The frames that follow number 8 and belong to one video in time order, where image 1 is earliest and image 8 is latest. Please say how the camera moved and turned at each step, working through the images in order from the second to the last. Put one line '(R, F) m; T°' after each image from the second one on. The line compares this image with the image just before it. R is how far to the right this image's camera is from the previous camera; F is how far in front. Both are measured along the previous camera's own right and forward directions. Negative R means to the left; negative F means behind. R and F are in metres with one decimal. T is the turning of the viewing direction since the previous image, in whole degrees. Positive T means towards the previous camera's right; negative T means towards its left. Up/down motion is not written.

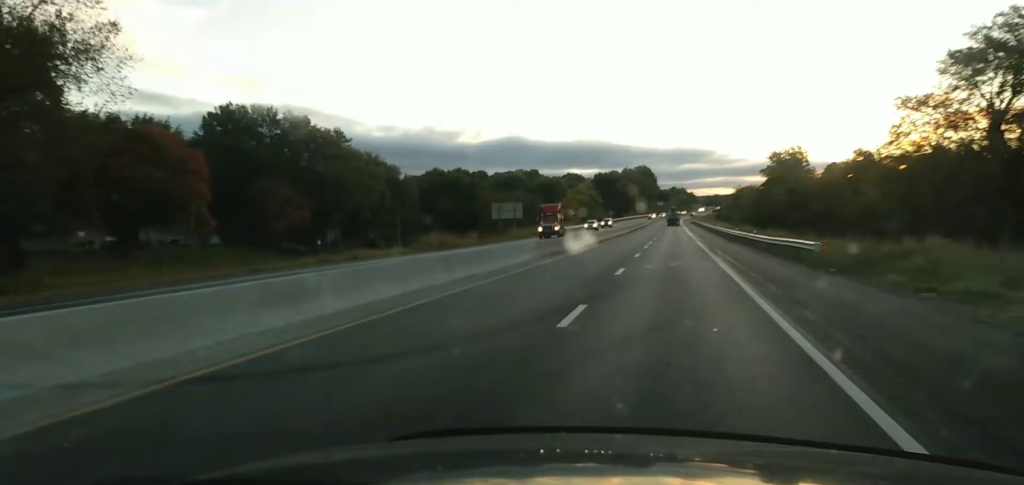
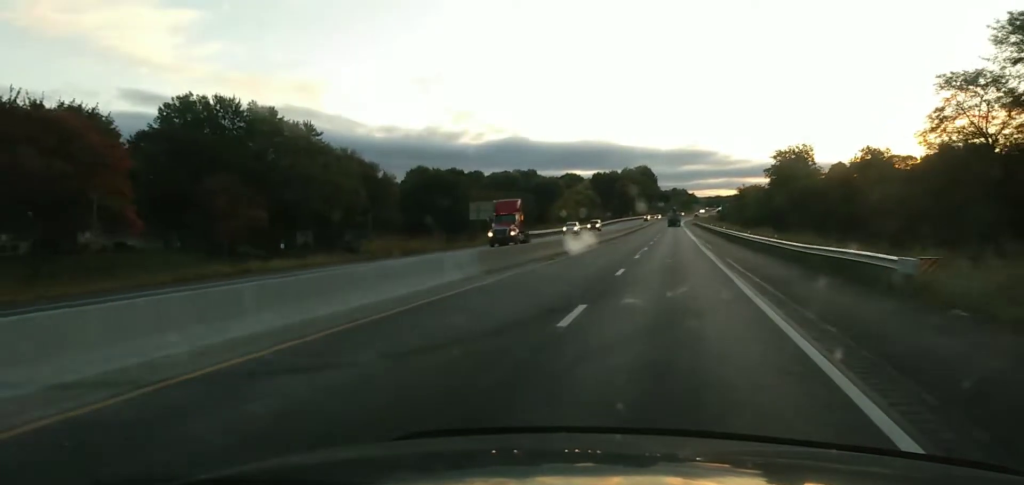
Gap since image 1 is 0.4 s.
(0.0, +10.5) m; 0°
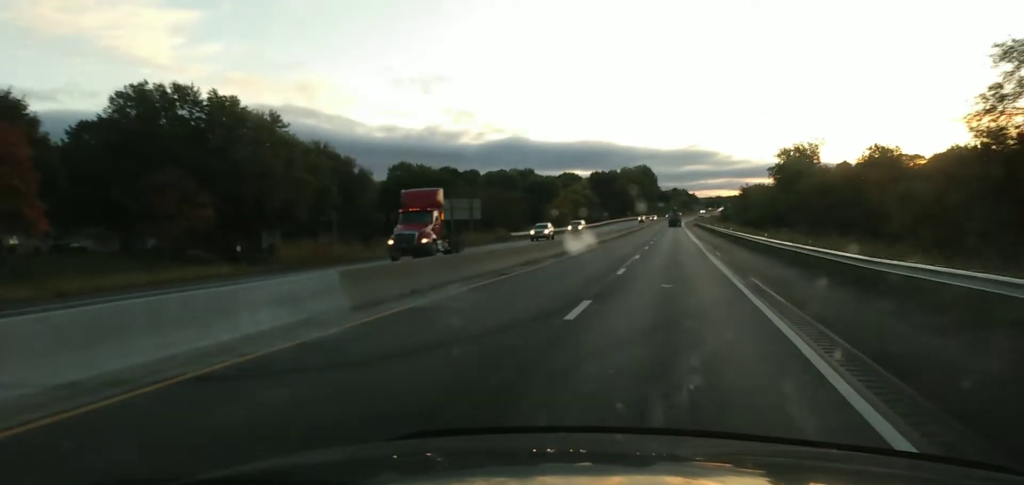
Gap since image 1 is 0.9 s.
(0.0, +11.1) m; 0°
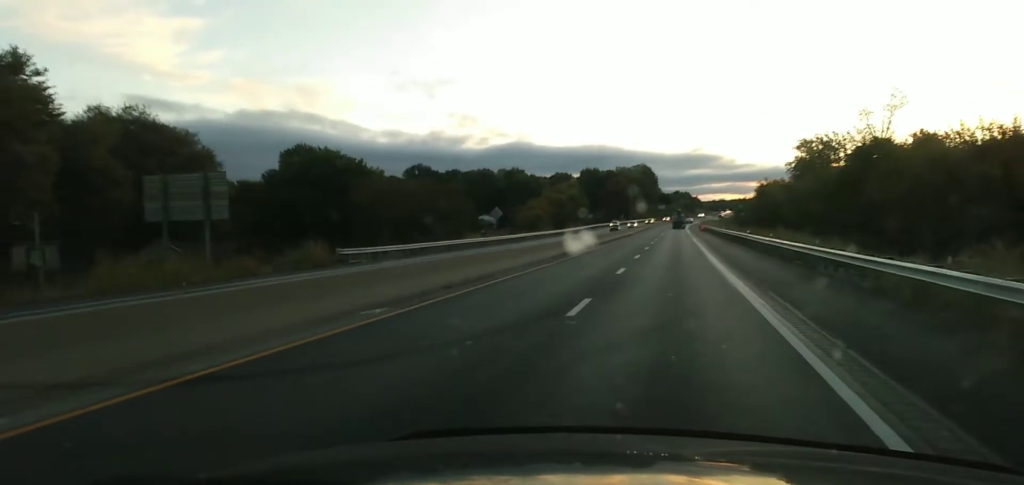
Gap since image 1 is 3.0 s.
(+0.1, +49.5) m; 0°
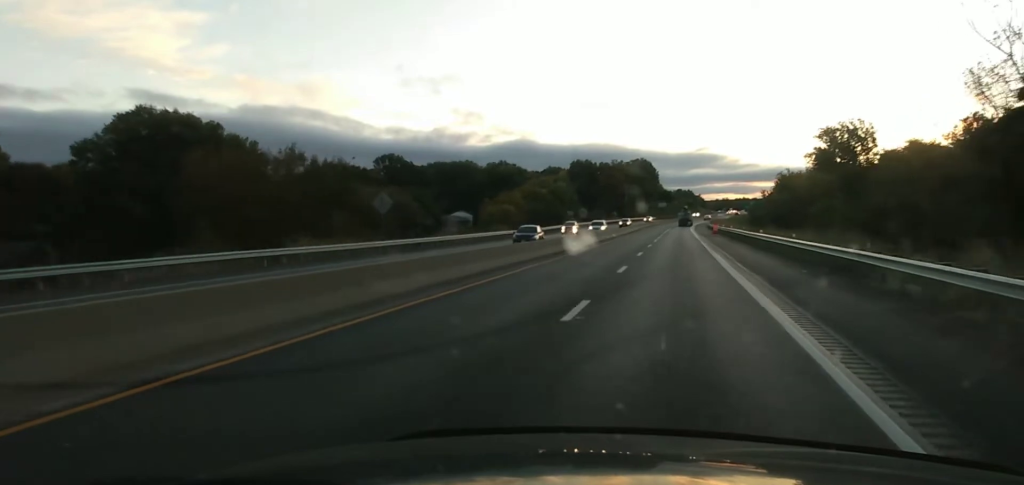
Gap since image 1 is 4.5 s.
(+0.1, +36.7) m; 0°
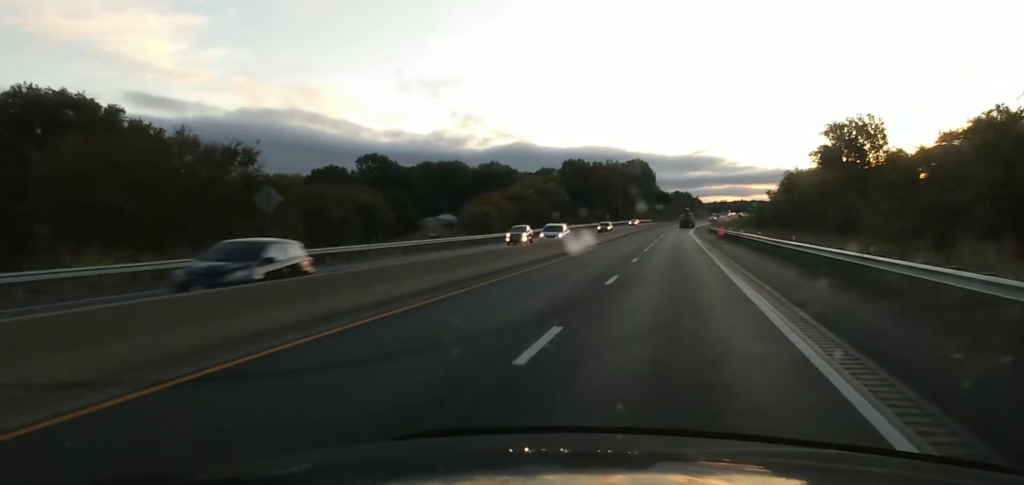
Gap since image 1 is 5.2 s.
(+0.1, +15.9) m; 0°
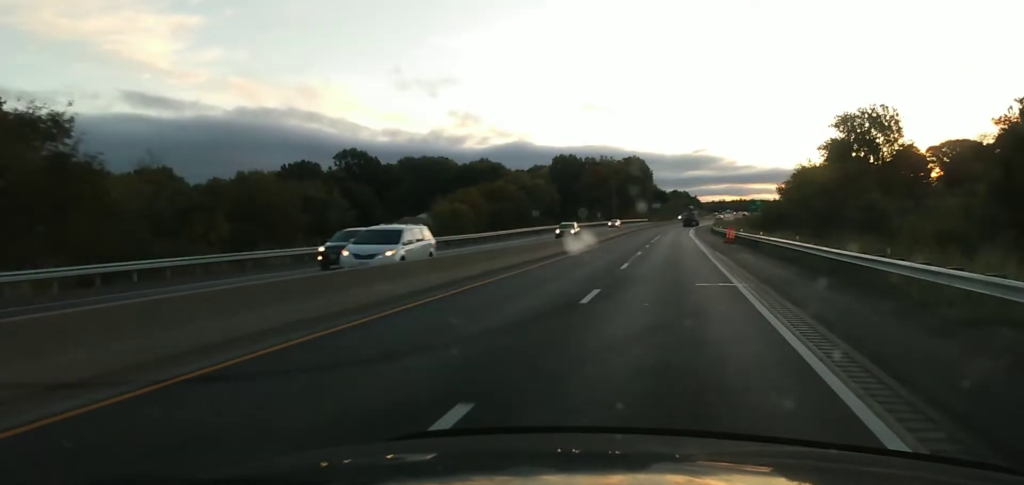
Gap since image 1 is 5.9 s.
(-0.1, +18.1) m; -1°
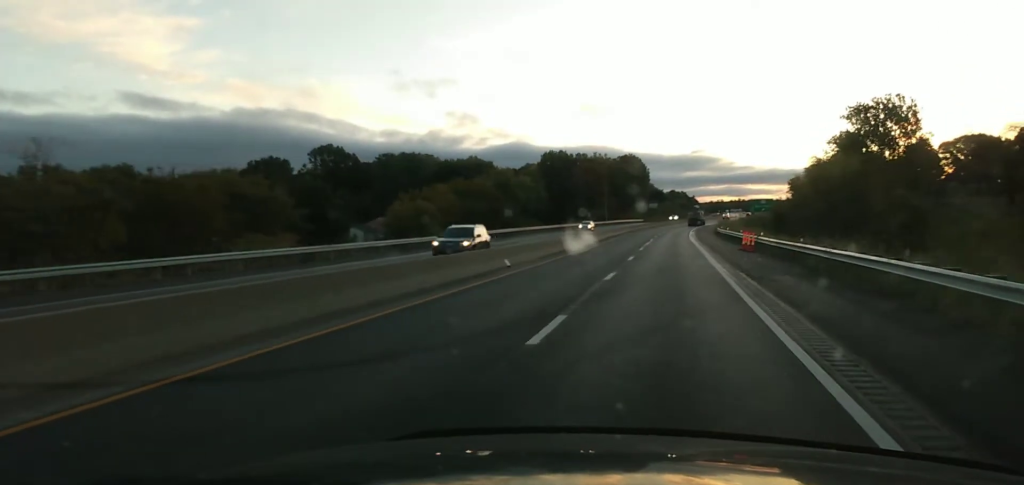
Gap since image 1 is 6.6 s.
(-0.1, +15.7) m; 0°
